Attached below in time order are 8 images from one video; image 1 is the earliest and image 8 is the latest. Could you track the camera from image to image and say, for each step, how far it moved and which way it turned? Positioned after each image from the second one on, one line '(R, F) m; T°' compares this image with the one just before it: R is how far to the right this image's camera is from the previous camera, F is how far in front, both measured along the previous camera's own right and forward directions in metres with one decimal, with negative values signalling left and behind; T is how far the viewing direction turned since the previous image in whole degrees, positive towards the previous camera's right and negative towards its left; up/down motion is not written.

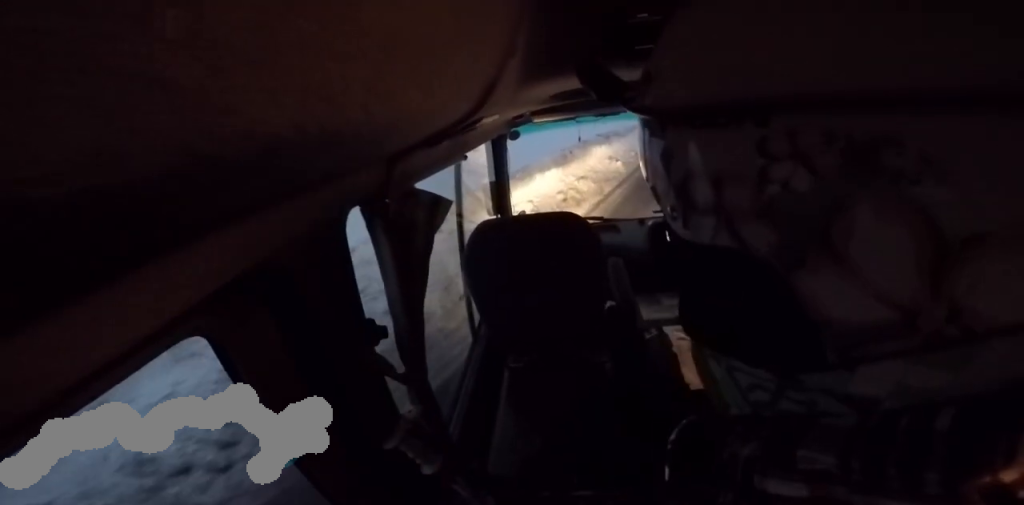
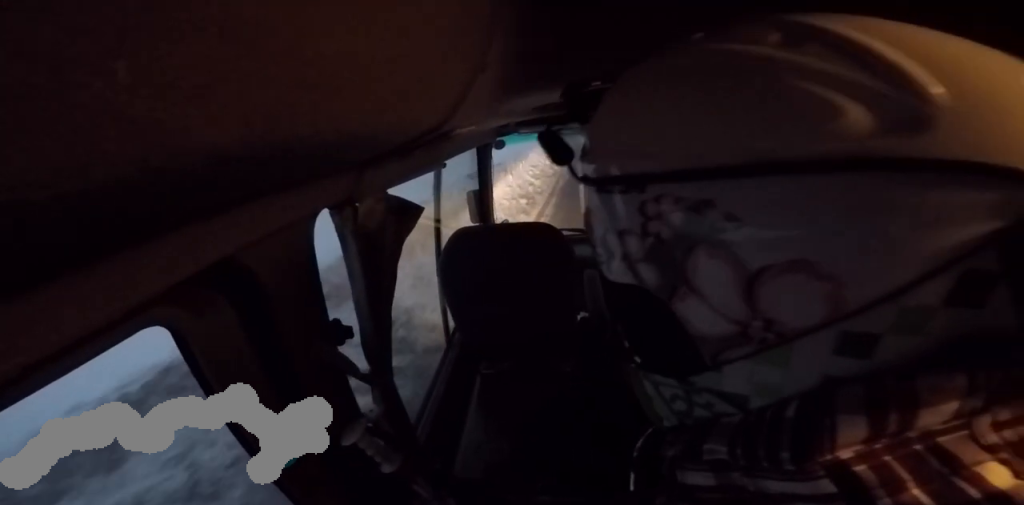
(-1.3, +4.5) m; -6°
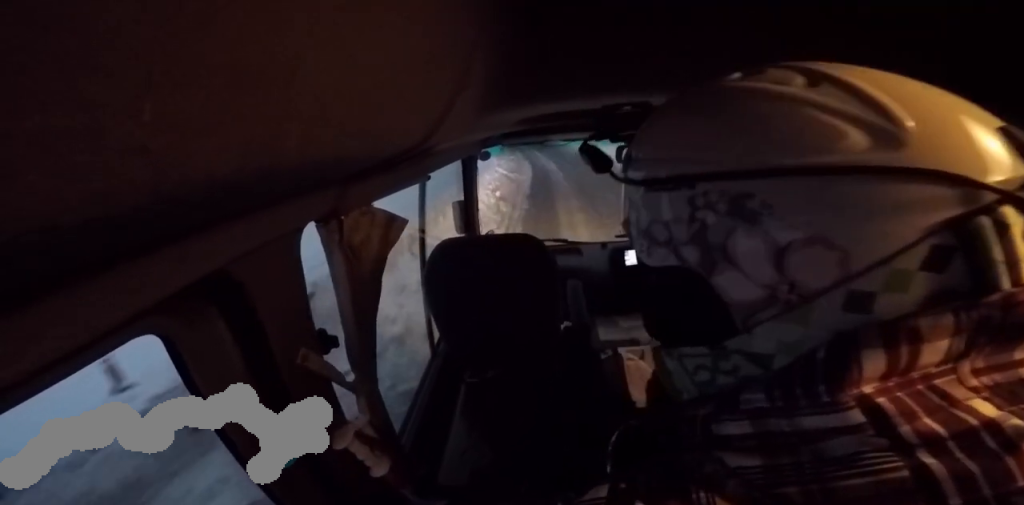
(+0.7, +3.6) m; +8°
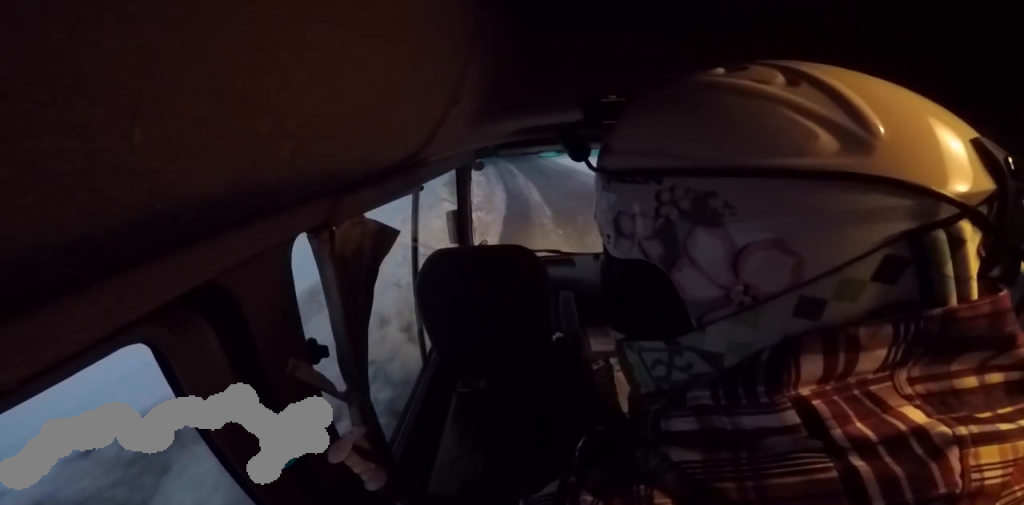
(-0.6, +4.6) m; -5°
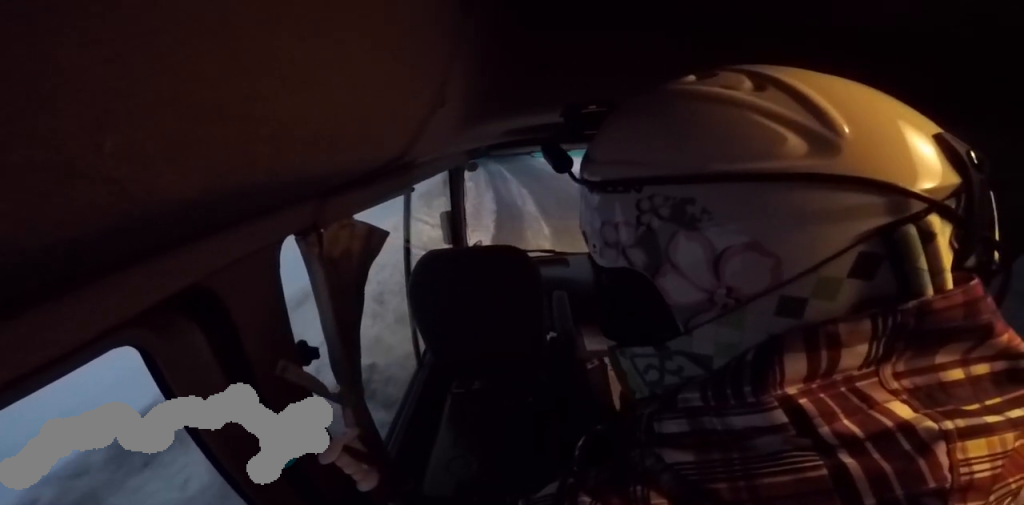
(+0.1, +1.8) m; -1°
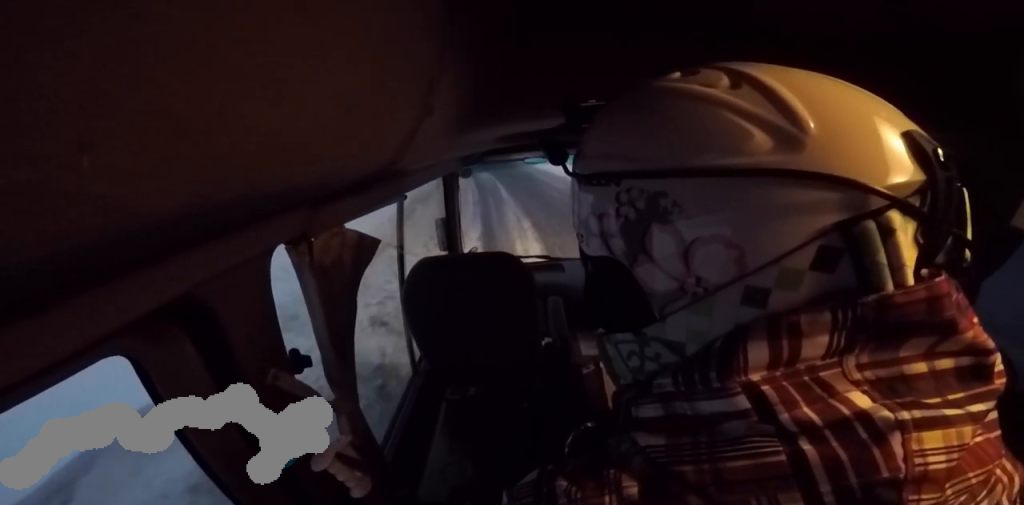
(+0.3, +4.0) m; 0°
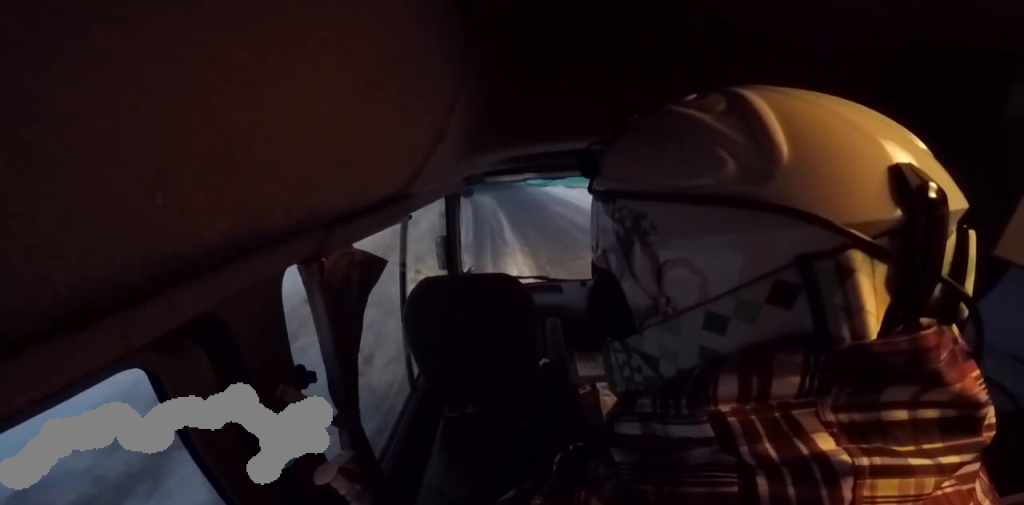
(-0.5, +3.5) m; 0°
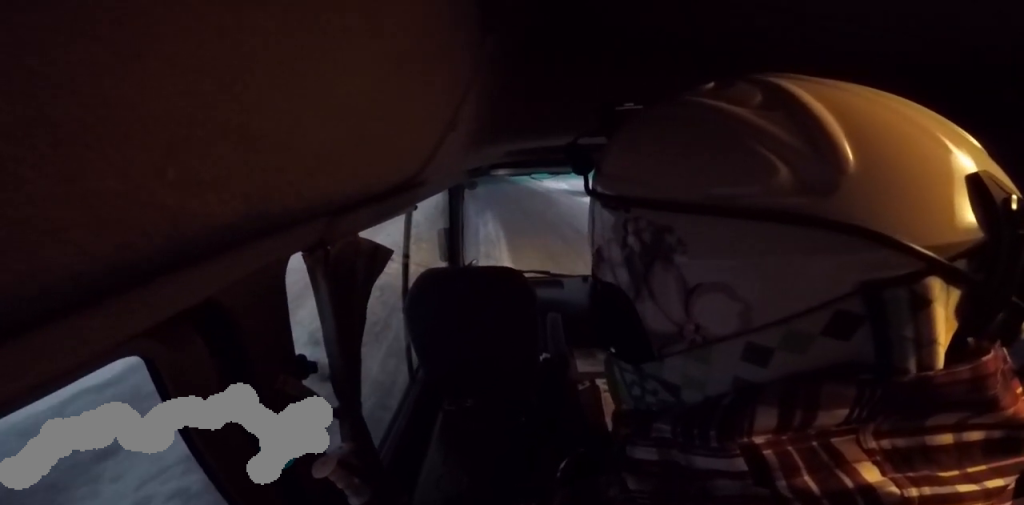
(+1.0, +8.5) m; +4°
